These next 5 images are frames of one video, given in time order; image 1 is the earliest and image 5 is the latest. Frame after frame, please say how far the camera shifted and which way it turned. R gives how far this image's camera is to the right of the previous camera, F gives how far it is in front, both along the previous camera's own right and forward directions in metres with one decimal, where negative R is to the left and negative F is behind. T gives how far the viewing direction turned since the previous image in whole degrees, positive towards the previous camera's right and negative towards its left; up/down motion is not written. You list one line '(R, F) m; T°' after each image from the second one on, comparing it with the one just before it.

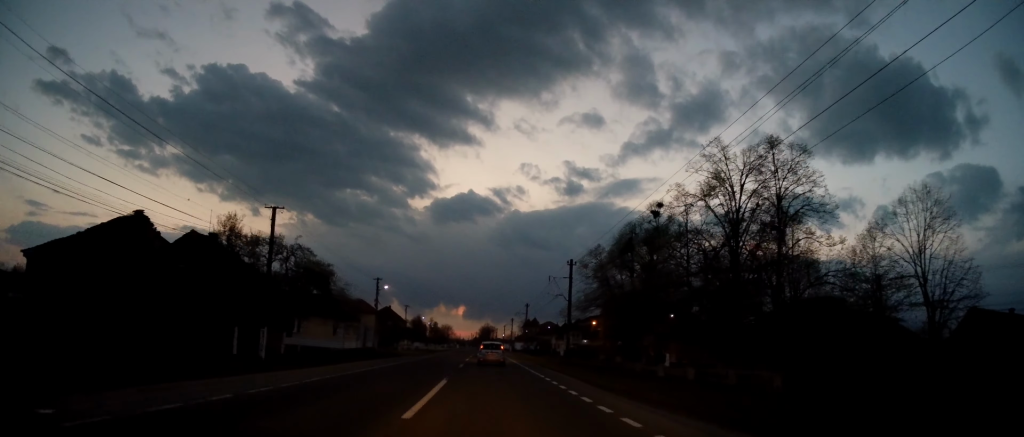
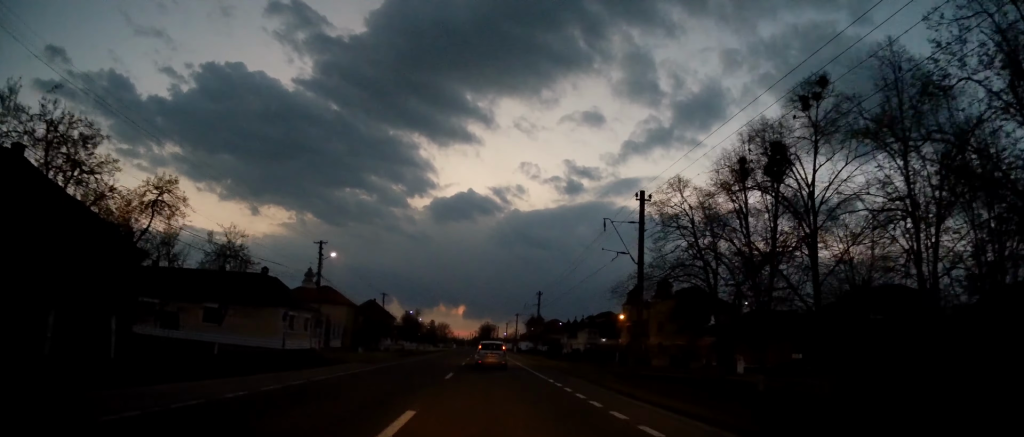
(+0.4, +22.2) m; +1°
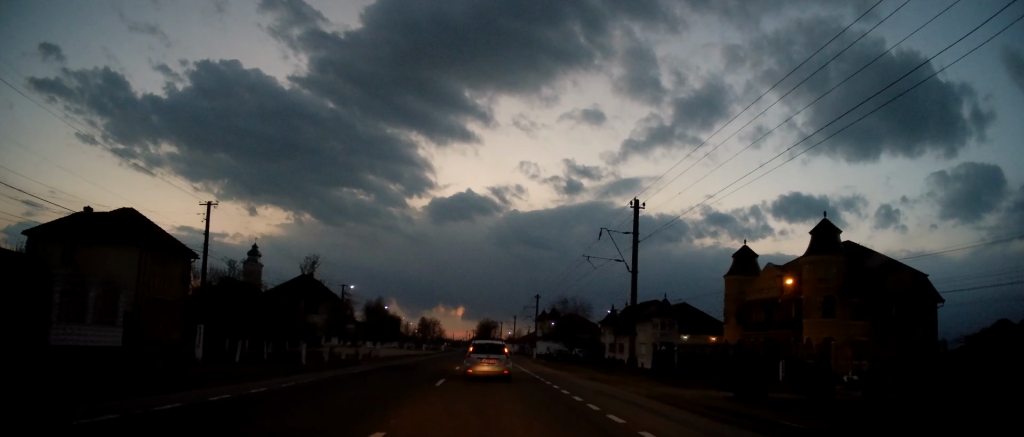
(-0.7, +50.7) m; -2°
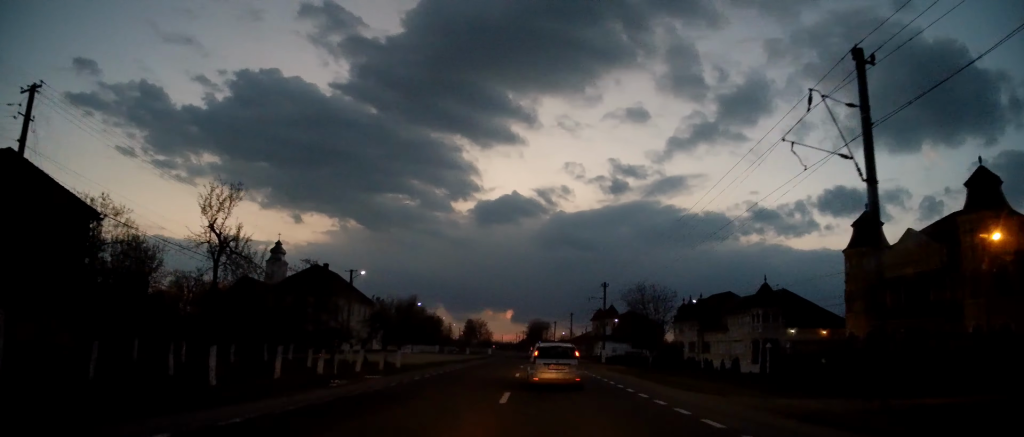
(-0.1, +16.0) m; -2°
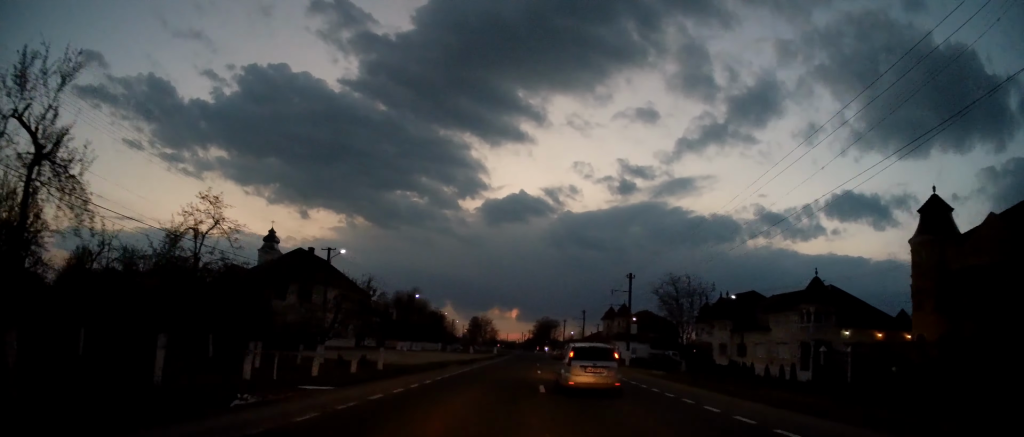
(-0.1, +8.7) m; -1°
